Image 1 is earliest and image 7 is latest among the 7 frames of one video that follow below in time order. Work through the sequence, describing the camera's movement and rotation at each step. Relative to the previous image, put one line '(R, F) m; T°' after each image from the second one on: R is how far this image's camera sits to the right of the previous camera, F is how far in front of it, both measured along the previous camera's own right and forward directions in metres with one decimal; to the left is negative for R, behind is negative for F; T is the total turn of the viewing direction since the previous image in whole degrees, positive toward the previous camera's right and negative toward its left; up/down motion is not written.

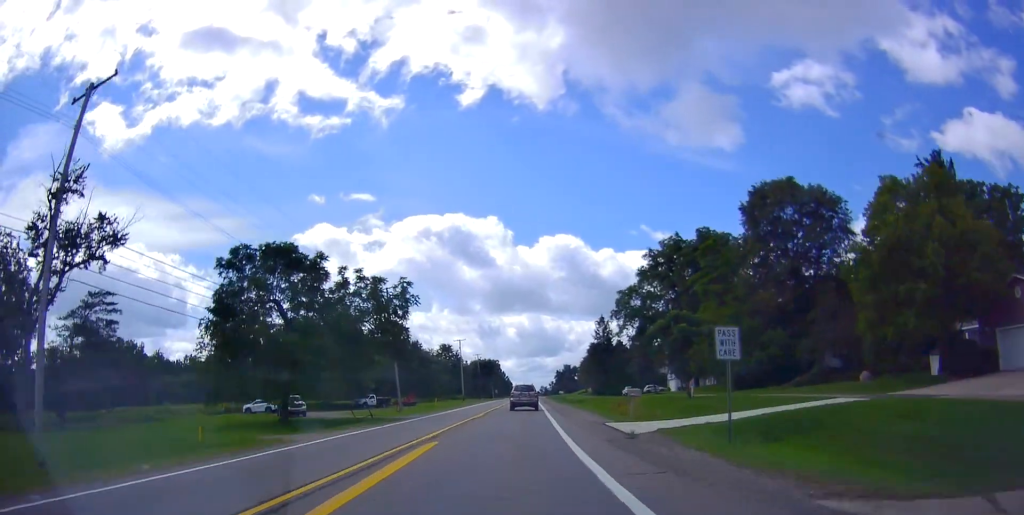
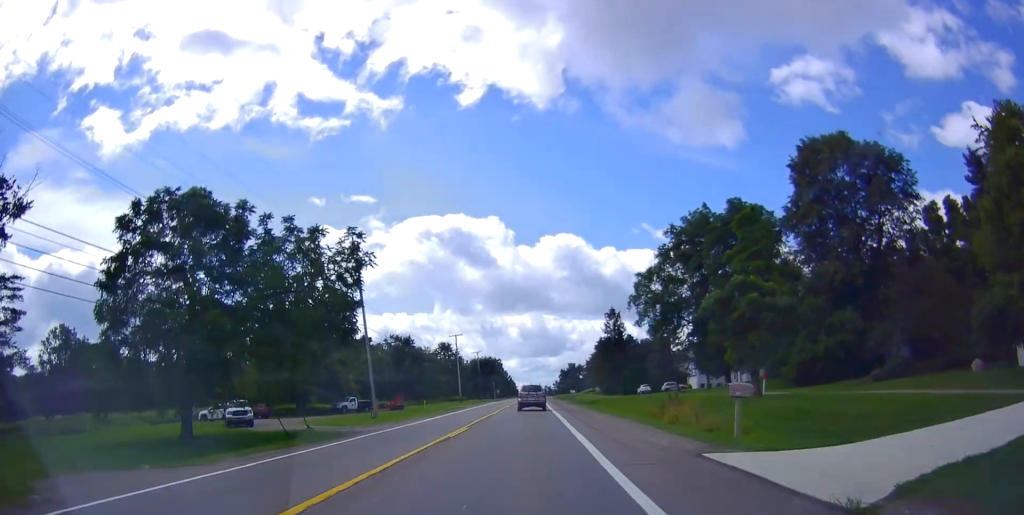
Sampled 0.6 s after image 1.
(-0.1, +12.1) m; 0°
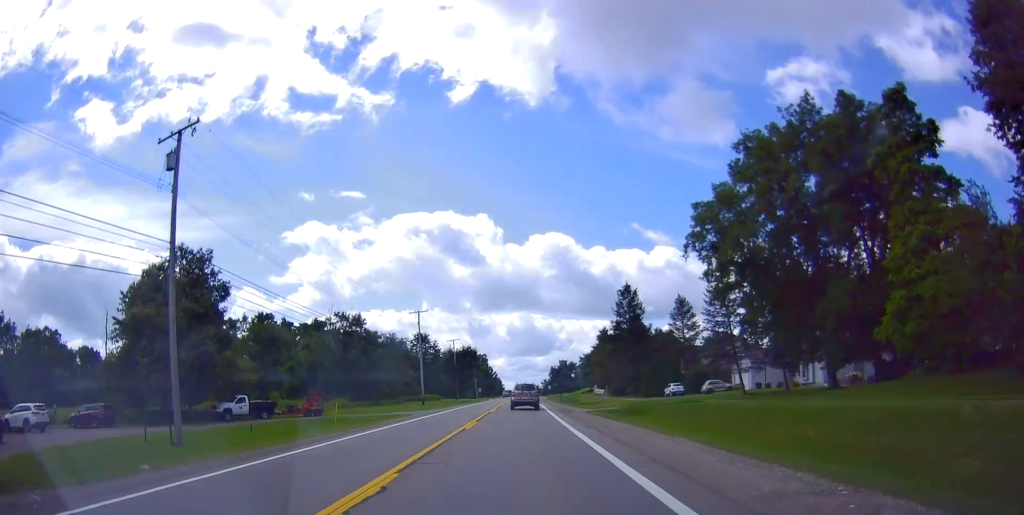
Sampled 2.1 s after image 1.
(-0.4, +28.8) m; -1°
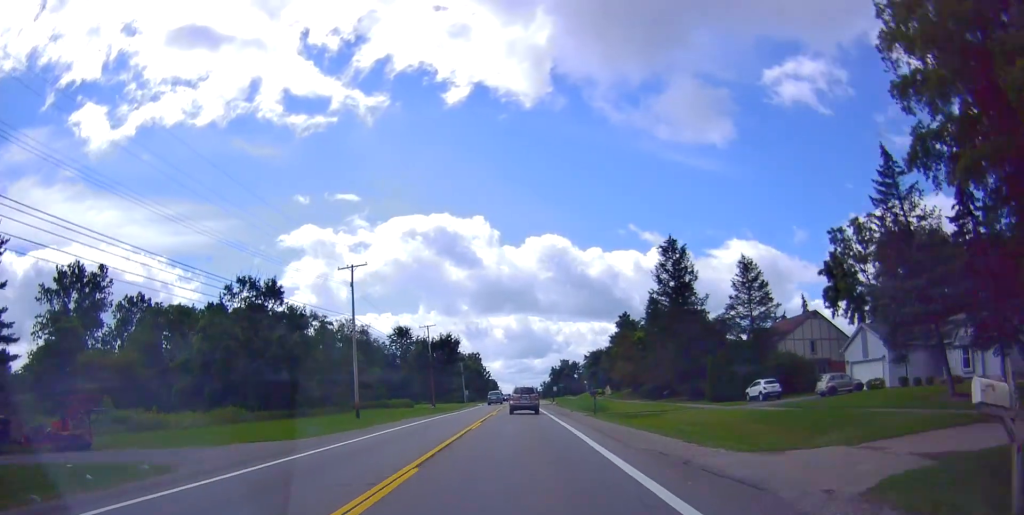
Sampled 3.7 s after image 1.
(+0.3, +30.2) m; 0°
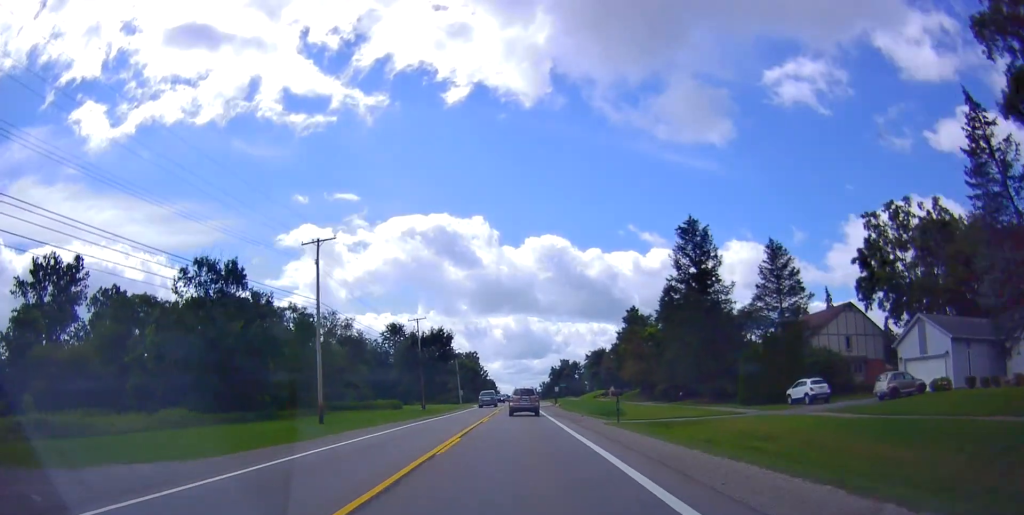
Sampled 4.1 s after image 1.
(-0.3, +8.4) m; 0°
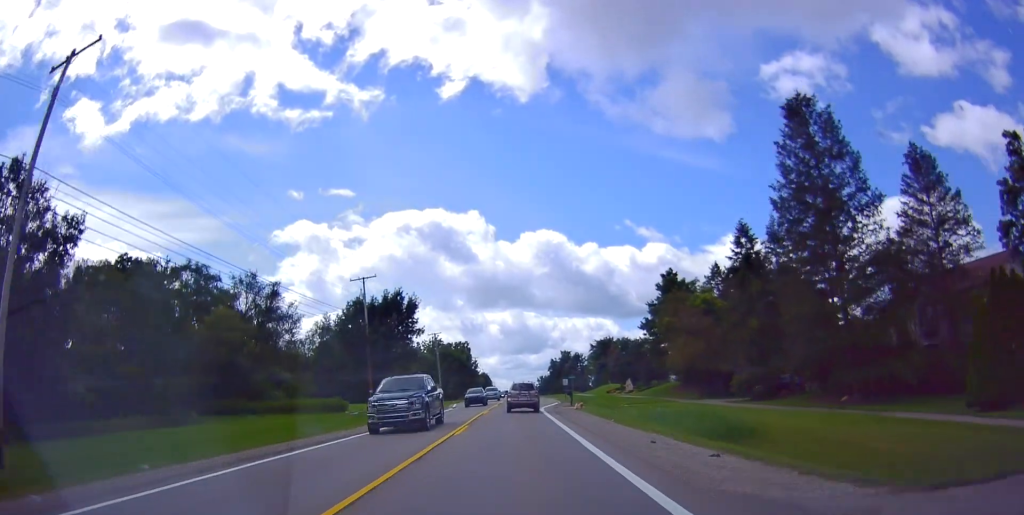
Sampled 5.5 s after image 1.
(+0.6, +26.3) m; +1°
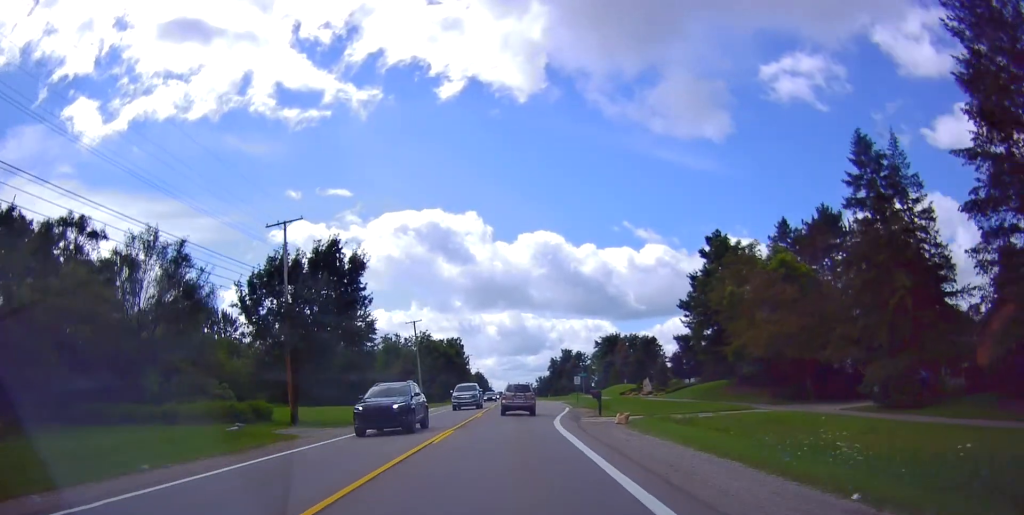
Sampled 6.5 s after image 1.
(-0.4, +18.9) m; 0°
